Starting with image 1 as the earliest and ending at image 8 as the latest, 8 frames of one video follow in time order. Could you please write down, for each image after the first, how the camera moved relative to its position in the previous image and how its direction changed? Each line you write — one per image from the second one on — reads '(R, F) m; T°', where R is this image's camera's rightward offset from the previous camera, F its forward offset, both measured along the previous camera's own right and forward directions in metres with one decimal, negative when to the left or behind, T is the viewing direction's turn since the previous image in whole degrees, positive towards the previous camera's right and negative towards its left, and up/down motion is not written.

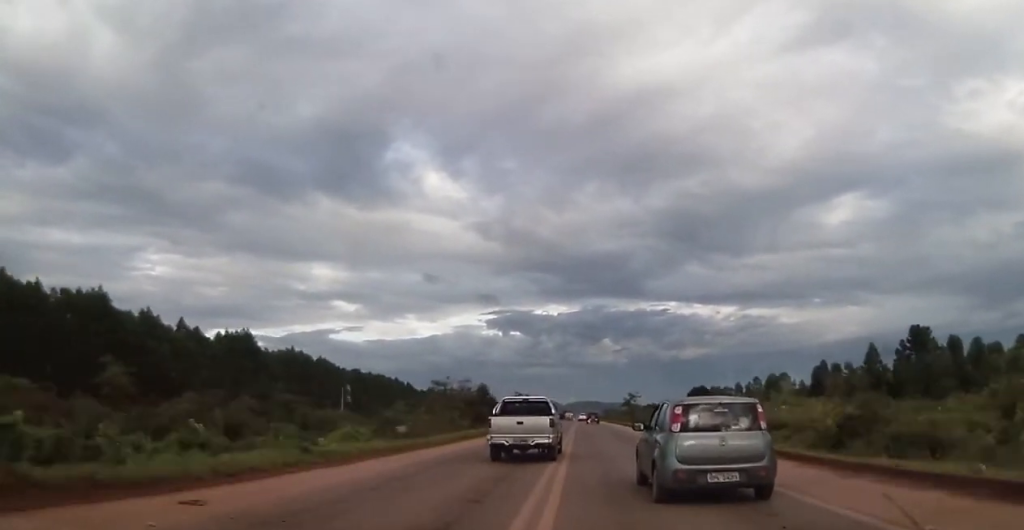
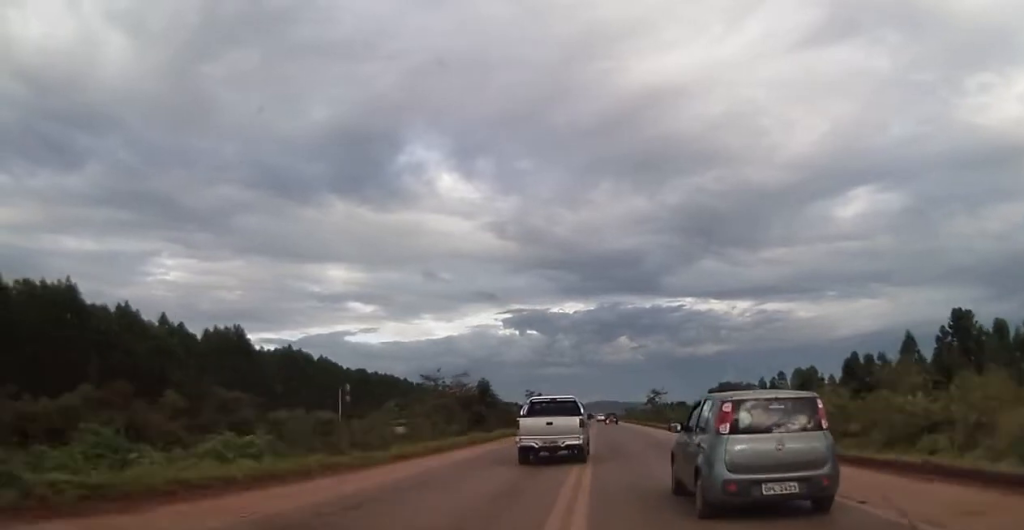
(0.0, +11.6) m; 0°
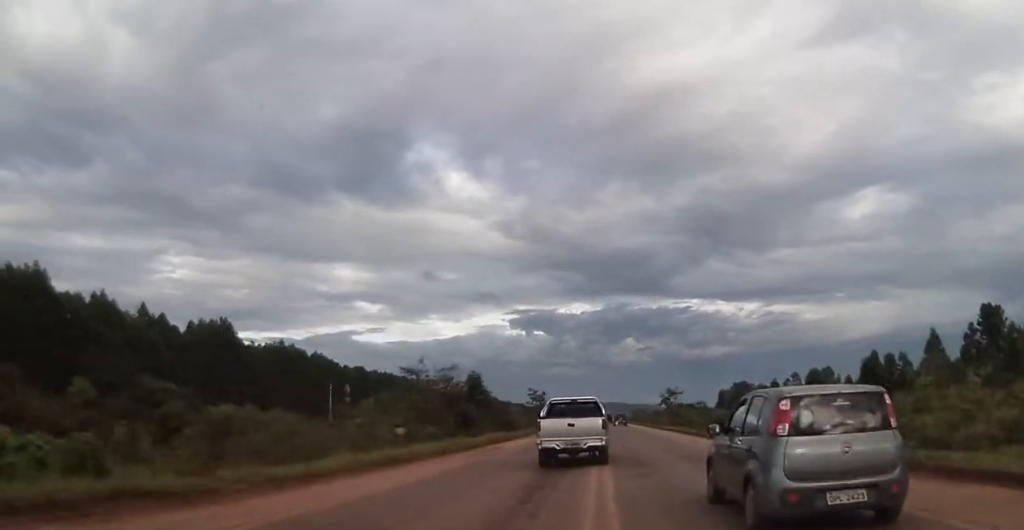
(+0.1, +8.5) m; -1°
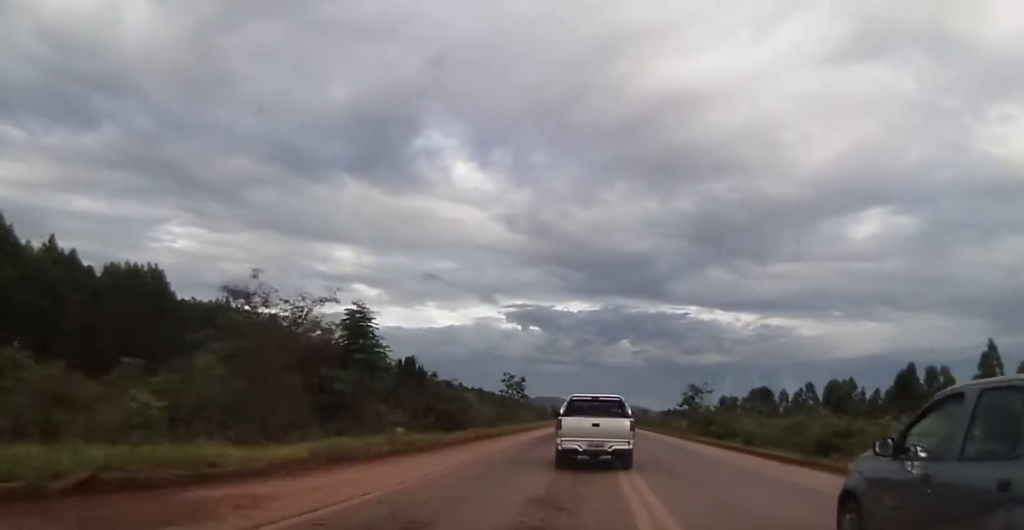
(-0.5, +24.4) m; -2°
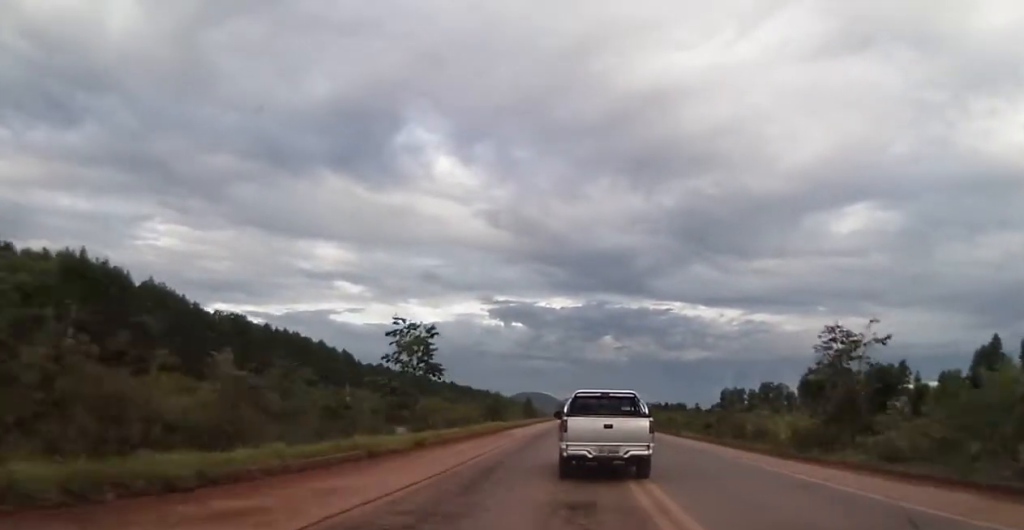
(0.0, +41.2) m; +1°
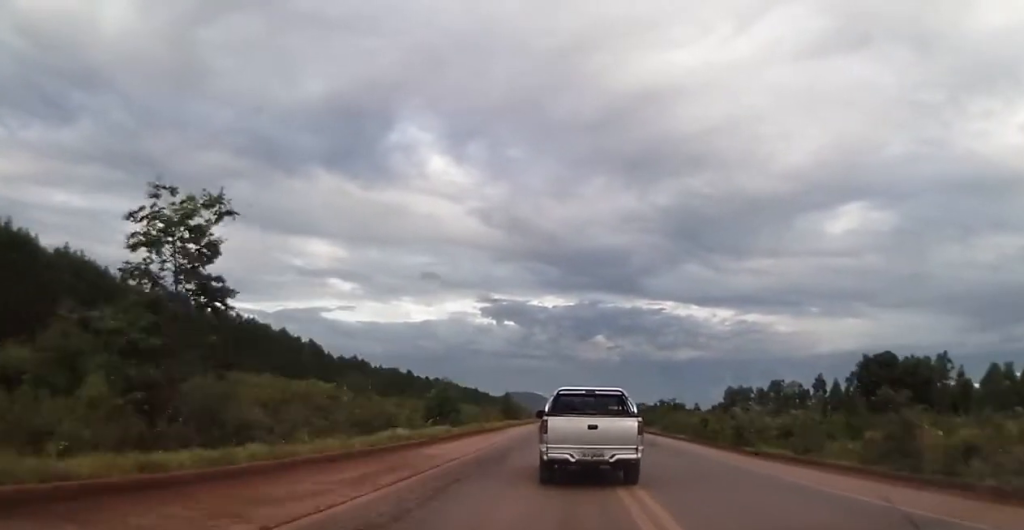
(+0.4, +21.8) m; +1°
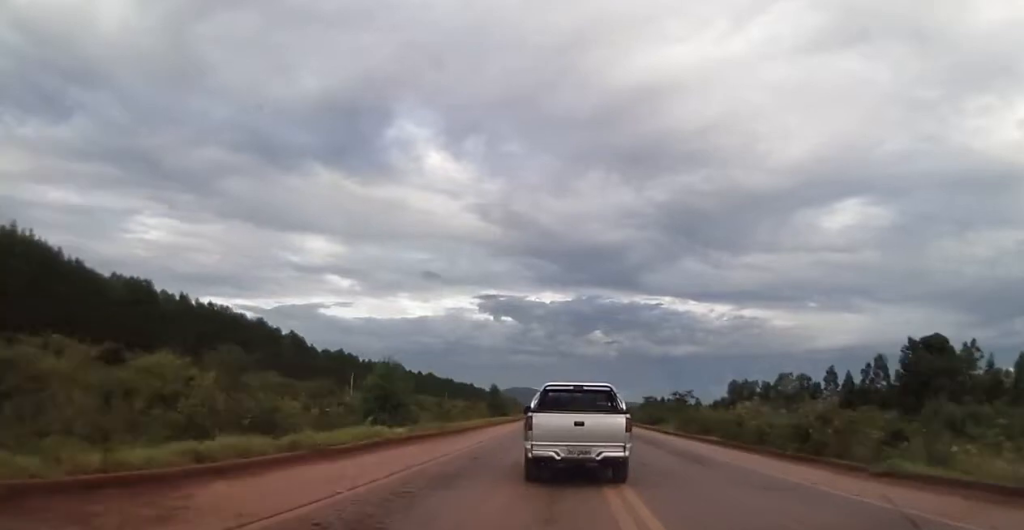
(-0.1, +11.7) m; 0°
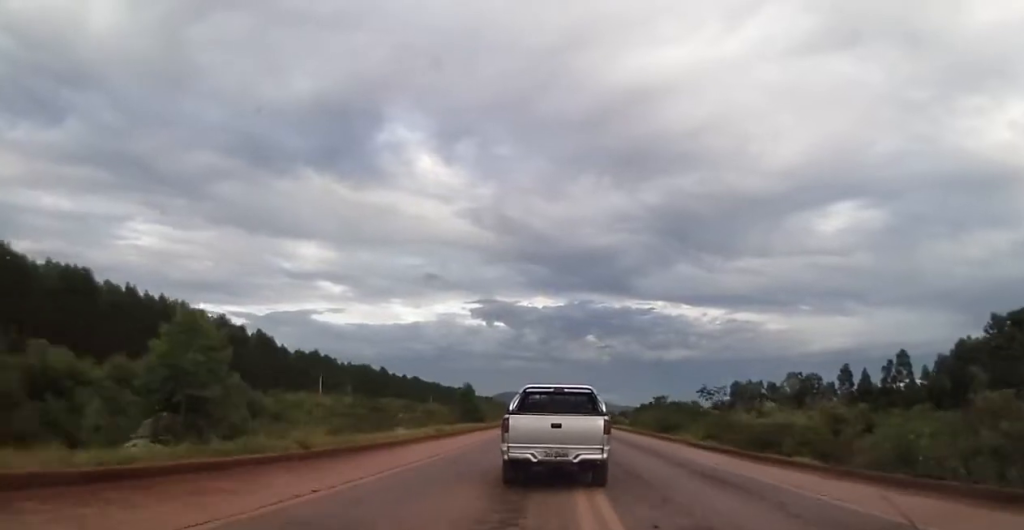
(-0.1, +16.1) m; 0°
